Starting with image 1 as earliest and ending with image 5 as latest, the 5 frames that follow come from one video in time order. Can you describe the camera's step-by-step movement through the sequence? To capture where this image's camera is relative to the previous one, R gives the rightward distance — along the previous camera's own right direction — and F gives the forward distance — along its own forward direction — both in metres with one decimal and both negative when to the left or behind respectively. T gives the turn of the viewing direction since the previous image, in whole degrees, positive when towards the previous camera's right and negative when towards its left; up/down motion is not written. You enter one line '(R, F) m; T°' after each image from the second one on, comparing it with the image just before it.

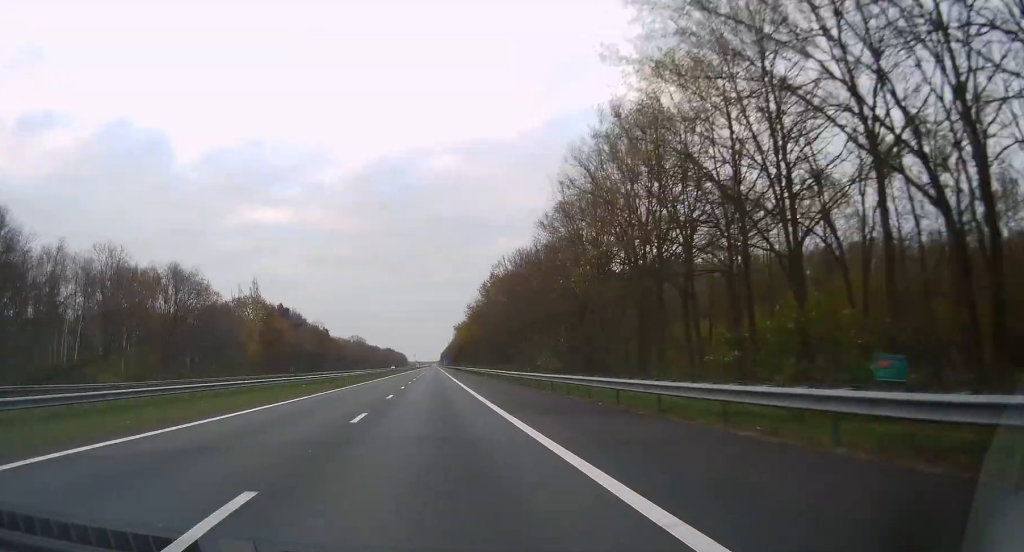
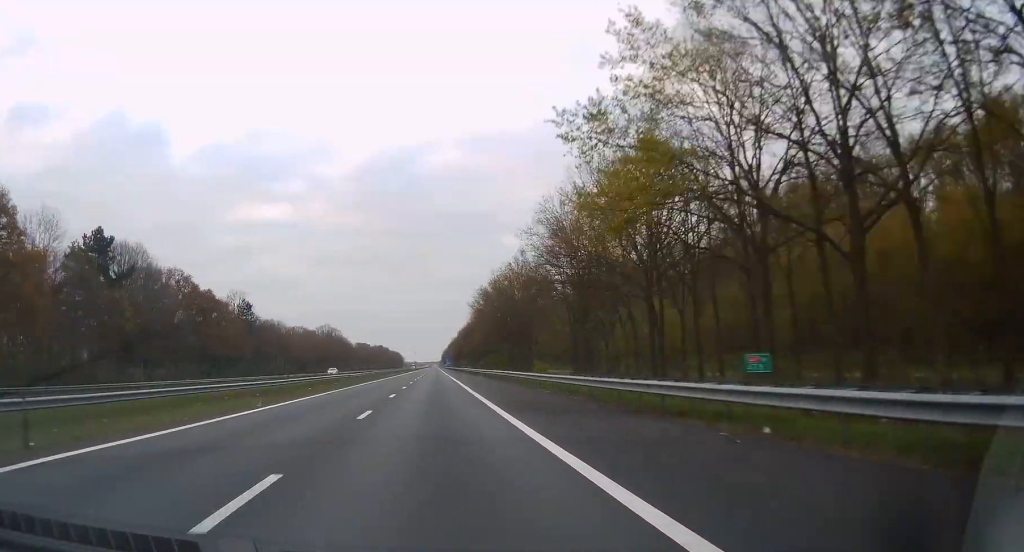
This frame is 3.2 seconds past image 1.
(-0.2, +96.1) m; 0°
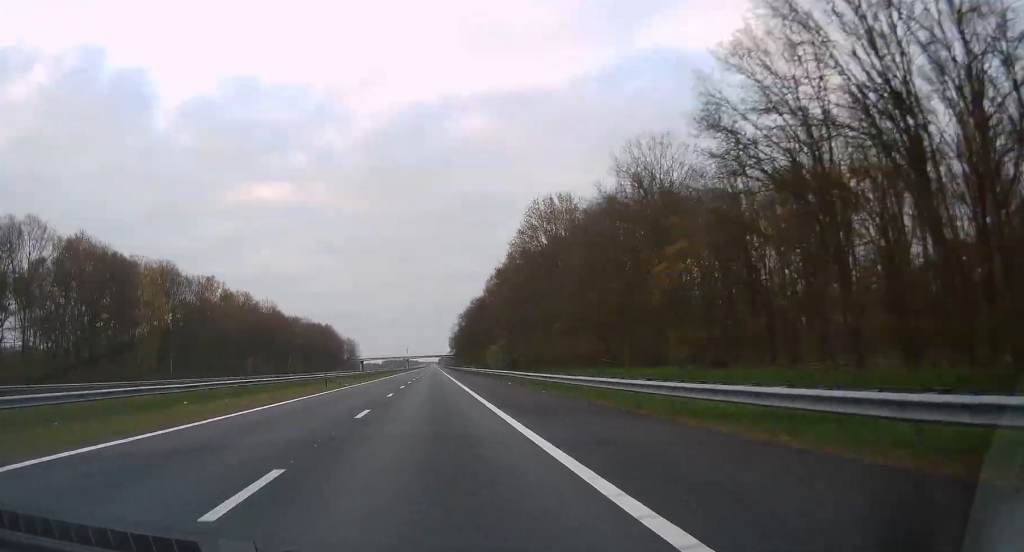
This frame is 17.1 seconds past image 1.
(+0.8, +414.6) m; 0°
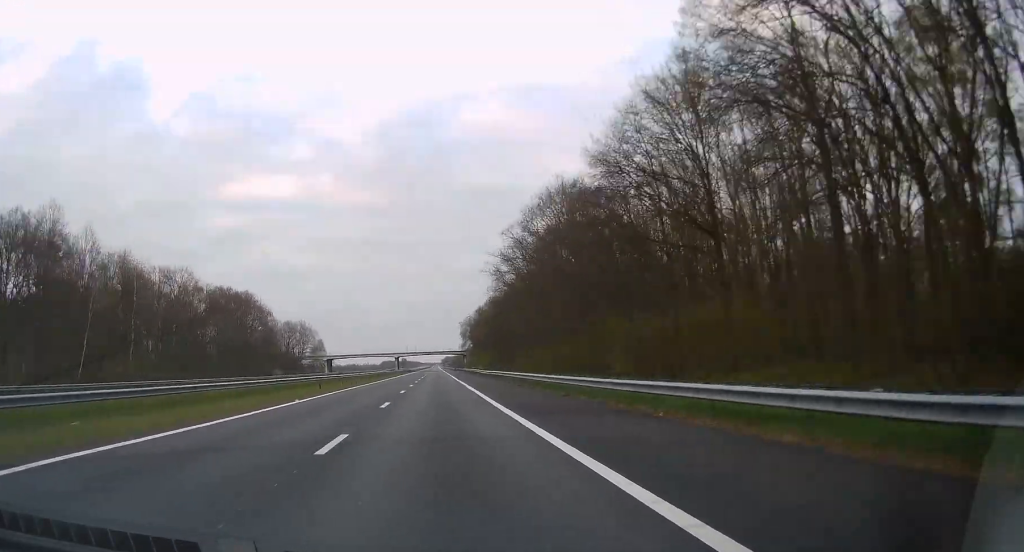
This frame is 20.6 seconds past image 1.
(0.0, +104.4) m; 0°
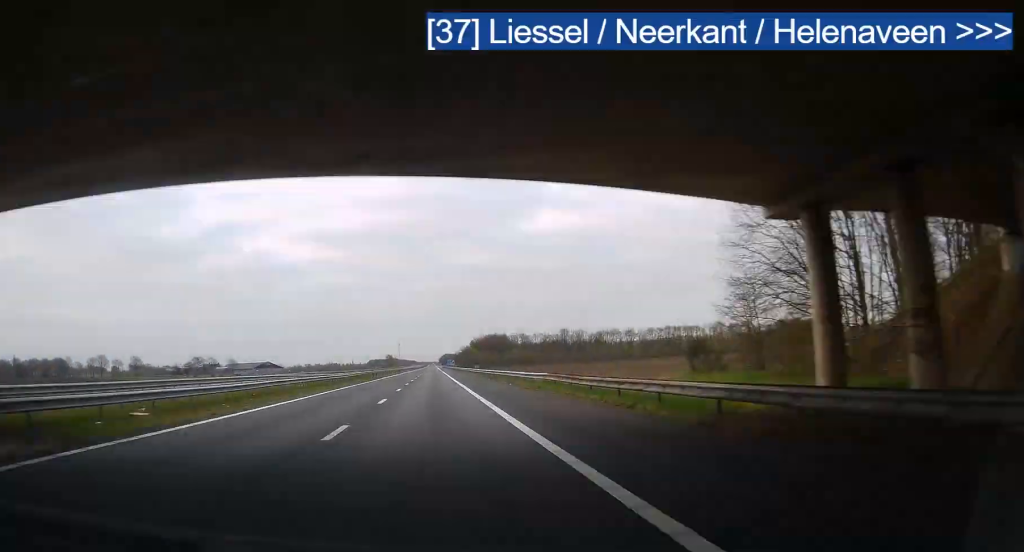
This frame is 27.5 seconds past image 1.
(+0.3, +204.0) m; 0°
